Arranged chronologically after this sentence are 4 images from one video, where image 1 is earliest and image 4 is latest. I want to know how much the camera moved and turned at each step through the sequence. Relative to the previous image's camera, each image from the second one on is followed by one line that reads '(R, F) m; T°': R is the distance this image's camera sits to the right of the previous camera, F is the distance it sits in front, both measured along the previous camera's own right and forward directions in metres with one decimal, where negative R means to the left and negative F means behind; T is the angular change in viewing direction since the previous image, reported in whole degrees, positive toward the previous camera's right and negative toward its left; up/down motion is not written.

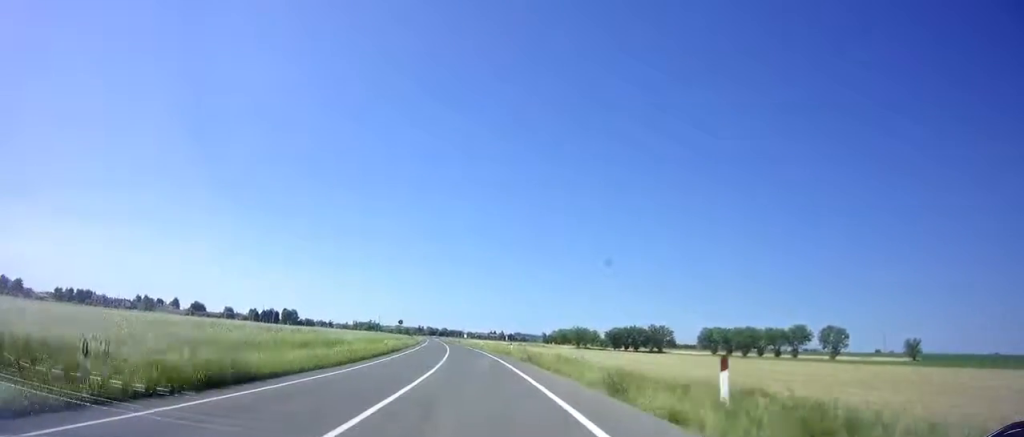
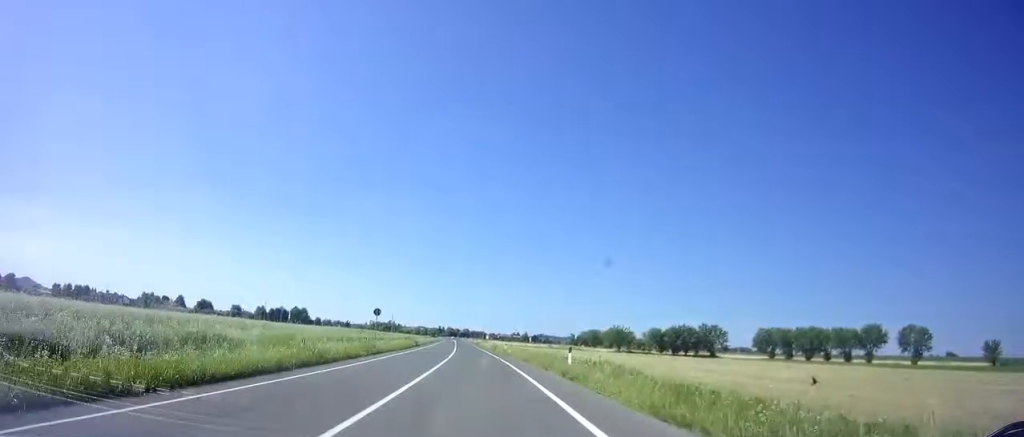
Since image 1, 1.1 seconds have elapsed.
(-0.5, +23.3) m; -2°
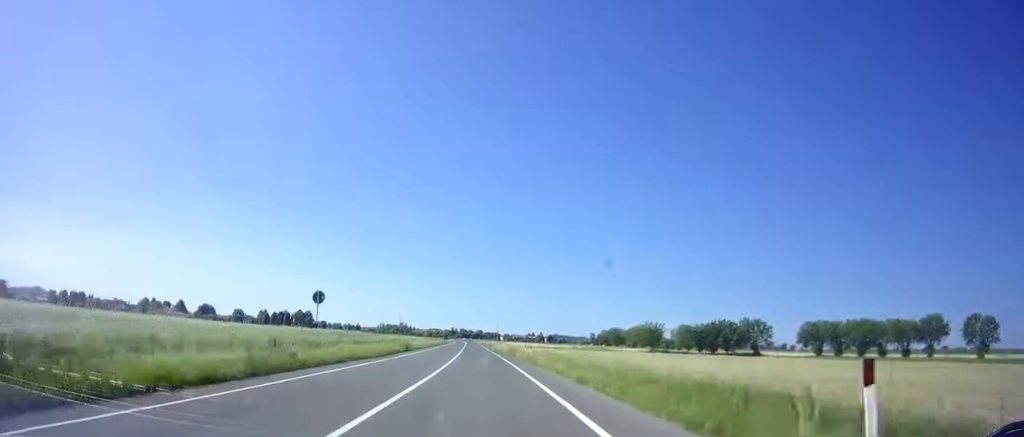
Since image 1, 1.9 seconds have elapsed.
(-0.2, +16.5) m; -1°
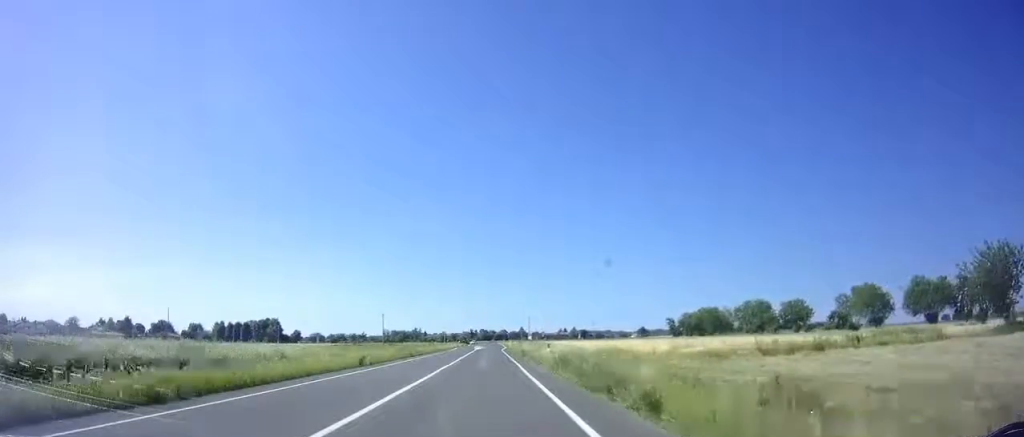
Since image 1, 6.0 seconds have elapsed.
(-2.4, +82.7) m; -3°
